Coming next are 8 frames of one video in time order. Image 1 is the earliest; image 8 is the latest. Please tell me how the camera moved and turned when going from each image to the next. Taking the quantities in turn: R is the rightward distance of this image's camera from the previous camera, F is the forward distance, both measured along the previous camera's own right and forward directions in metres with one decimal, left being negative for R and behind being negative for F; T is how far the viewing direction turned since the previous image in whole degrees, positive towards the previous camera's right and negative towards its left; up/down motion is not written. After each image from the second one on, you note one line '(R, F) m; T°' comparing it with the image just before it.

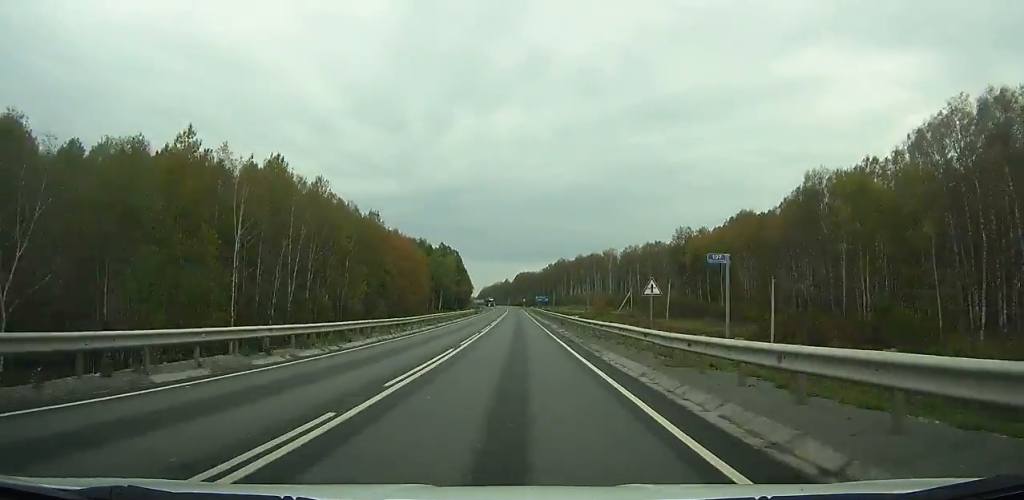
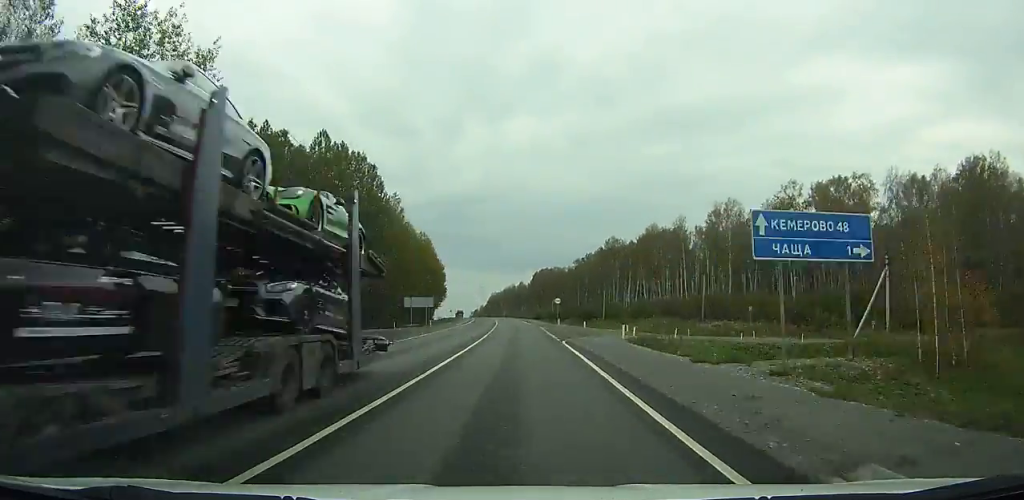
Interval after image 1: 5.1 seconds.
(-3.2, +129.7) m; -4°
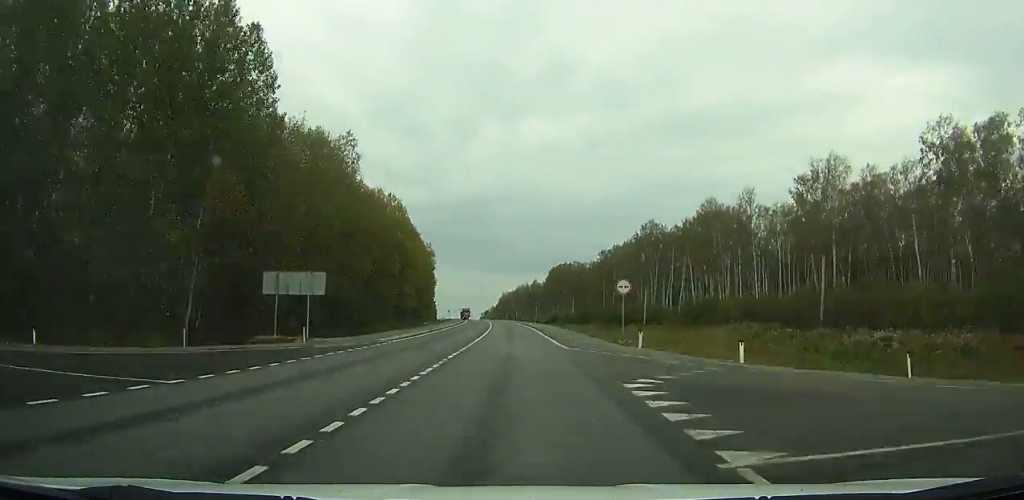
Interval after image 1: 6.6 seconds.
(-0.2, +37.5) m; -2°
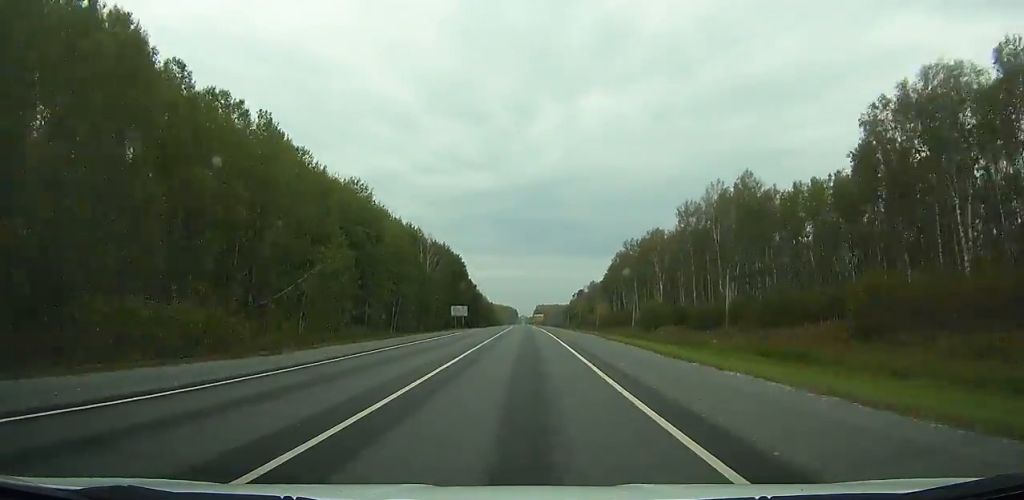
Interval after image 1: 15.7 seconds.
(-14.9, +225.3) m; -7°
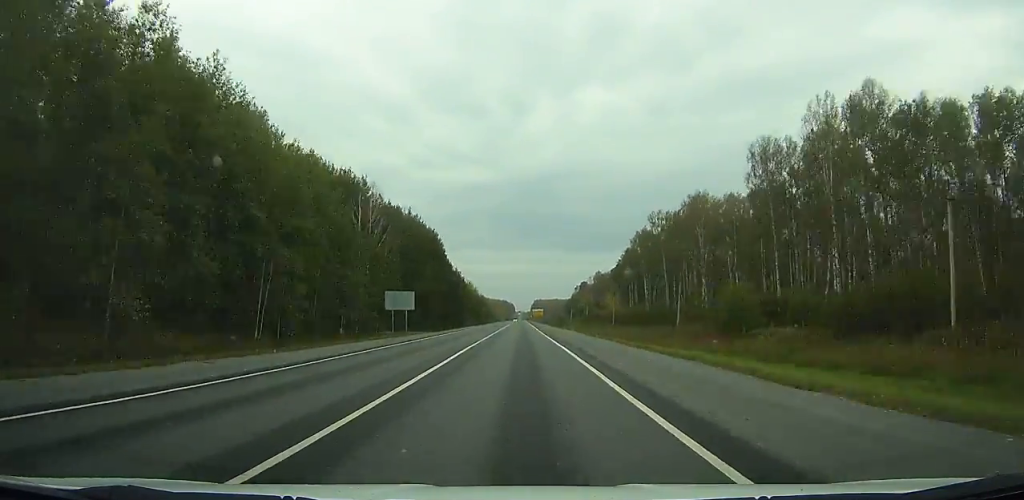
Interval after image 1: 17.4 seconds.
(-0.4, +42.6) m; -1°
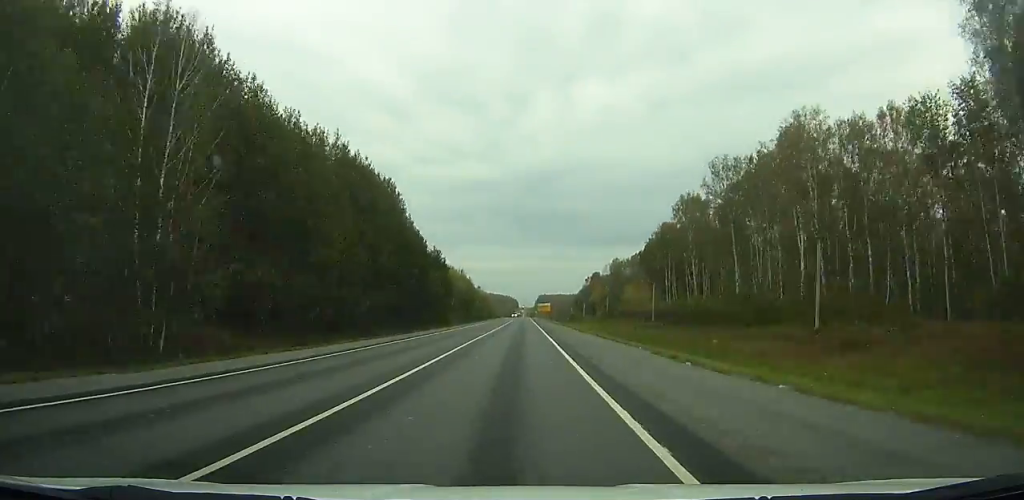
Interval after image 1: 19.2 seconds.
(0.0, +45.3) m; 0°
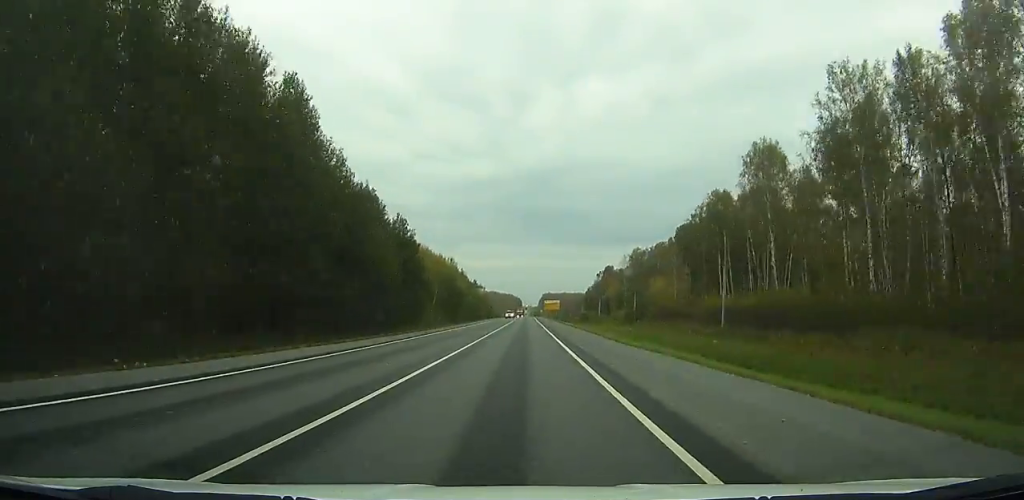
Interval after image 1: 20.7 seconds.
(0.0, +38.2) m; 0°
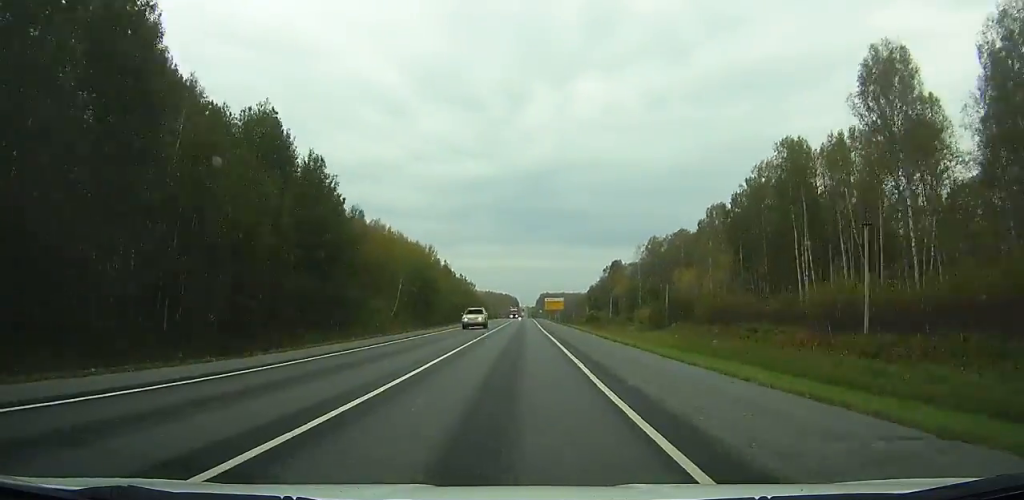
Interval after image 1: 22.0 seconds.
(+0.1, +33.2) m; 0°
